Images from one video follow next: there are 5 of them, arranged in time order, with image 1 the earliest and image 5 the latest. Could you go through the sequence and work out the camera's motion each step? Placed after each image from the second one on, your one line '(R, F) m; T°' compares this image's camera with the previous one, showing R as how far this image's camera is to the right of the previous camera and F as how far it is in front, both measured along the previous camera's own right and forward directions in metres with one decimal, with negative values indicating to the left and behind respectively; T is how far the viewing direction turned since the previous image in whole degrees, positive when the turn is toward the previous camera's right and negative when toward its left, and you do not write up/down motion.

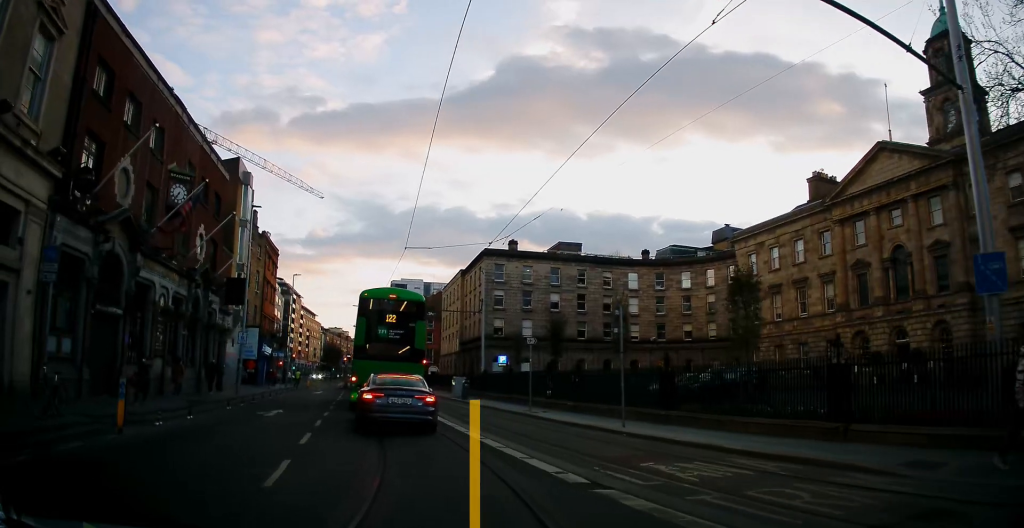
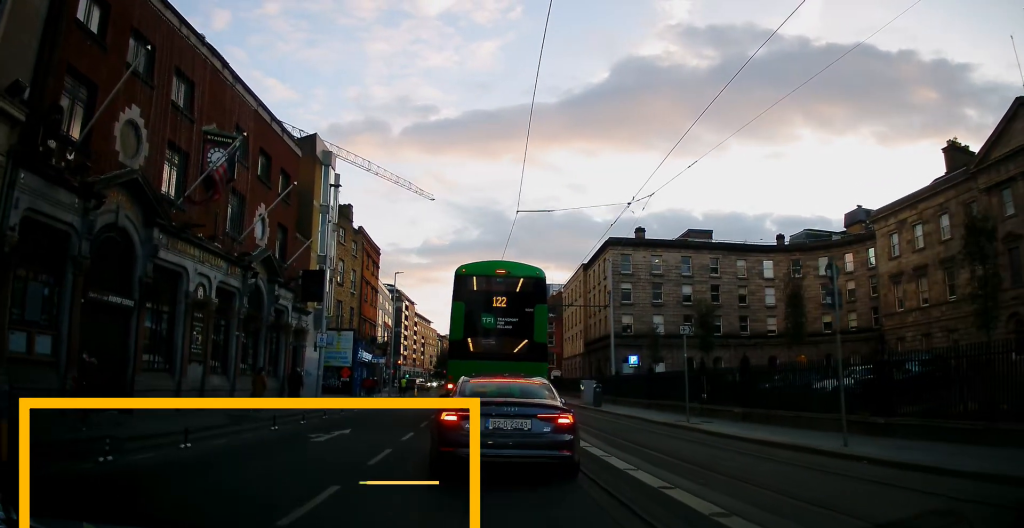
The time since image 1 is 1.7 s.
(-0.9, +6.6) m; -10°
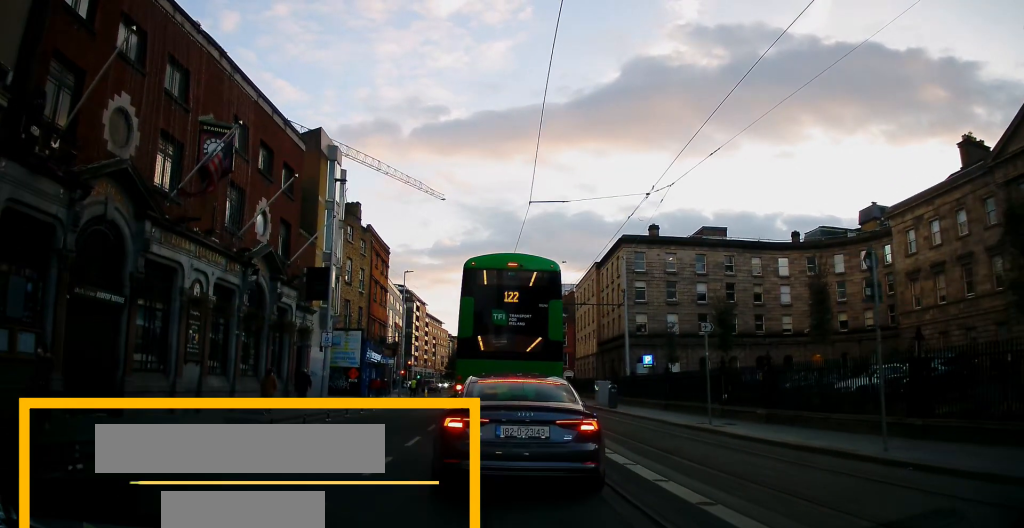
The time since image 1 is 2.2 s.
(0.0, +1.6) m; 0°
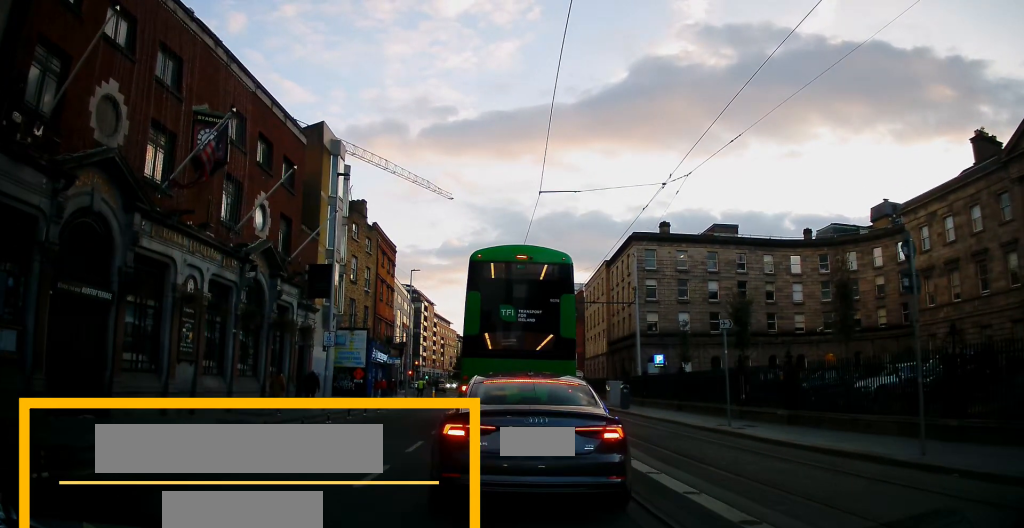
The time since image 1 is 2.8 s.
(0.0, +1.3) m; 0°
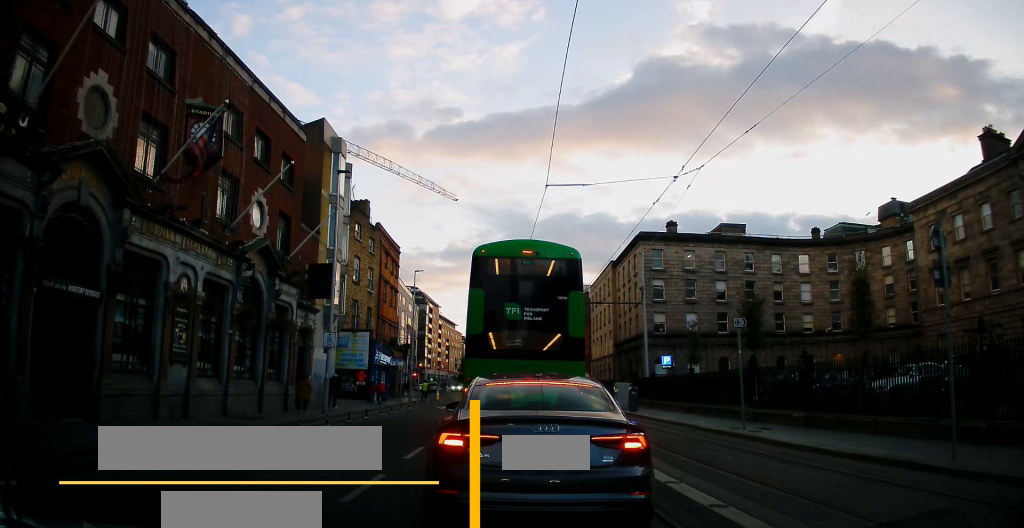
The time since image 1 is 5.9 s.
(0.0, +2.1) m; 0°
